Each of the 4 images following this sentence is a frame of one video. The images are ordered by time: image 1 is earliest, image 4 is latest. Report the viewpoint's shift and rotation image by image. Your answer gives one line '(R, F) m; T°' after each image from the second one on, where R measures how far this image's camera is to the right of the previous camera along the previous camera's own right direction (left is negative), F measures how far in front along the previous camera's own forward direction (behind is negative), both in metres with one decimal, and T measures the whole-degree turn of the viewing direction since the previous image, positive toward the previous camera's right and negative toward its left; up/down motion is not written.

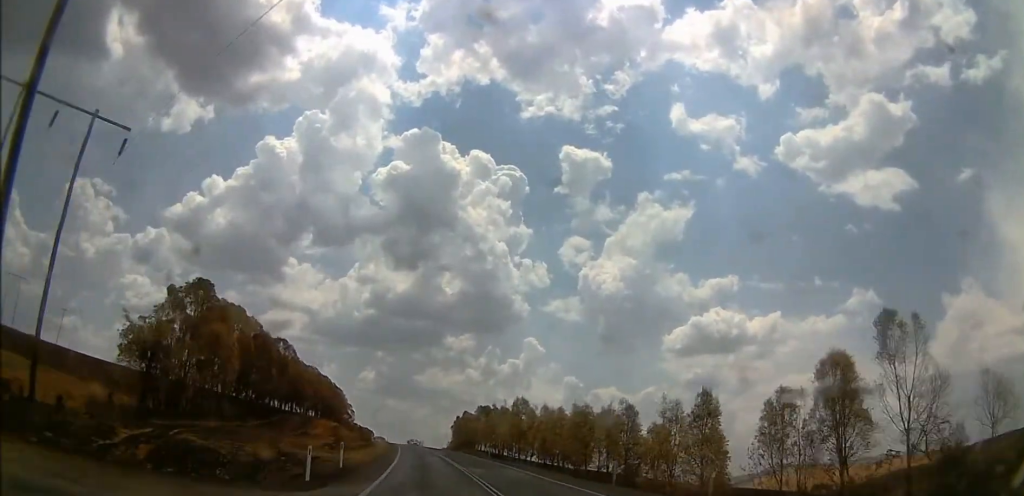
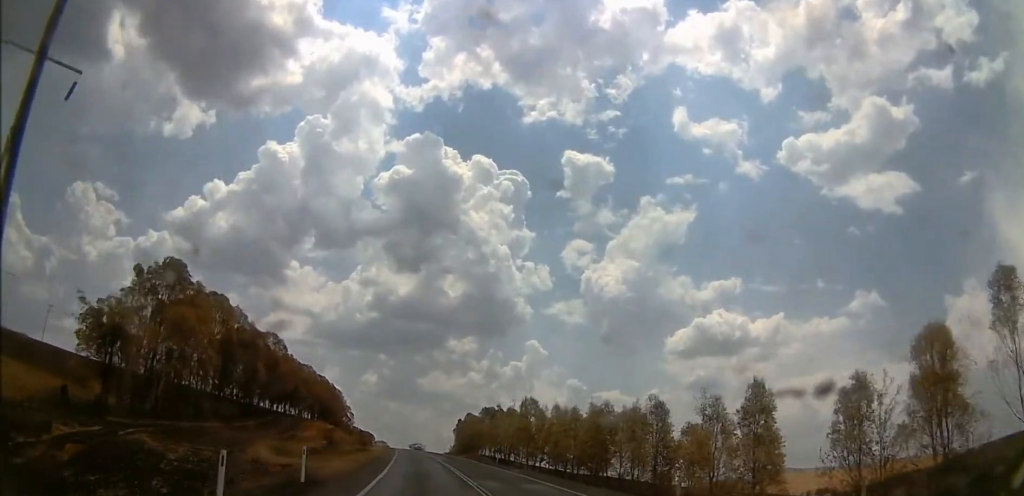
(-0.5, +7.8) m; 0°
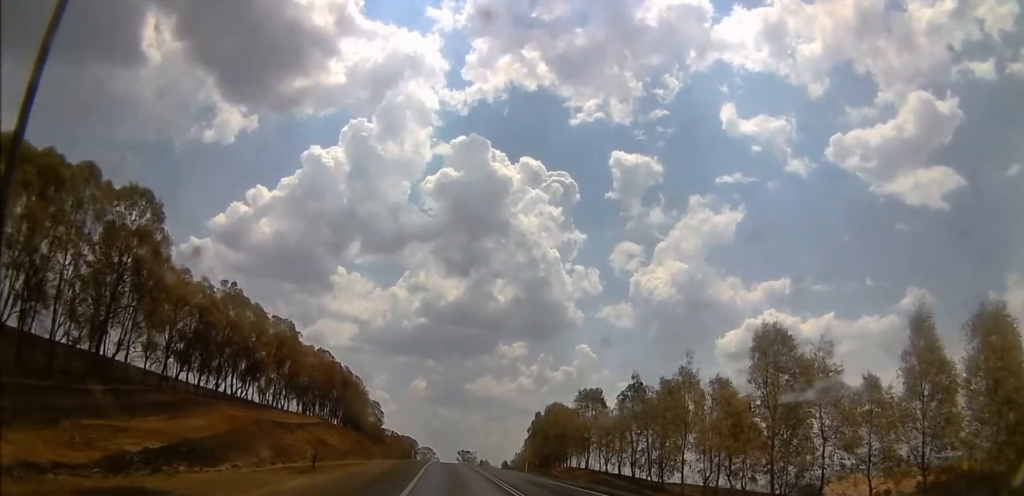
(-2.1, +60.8) m; -4°
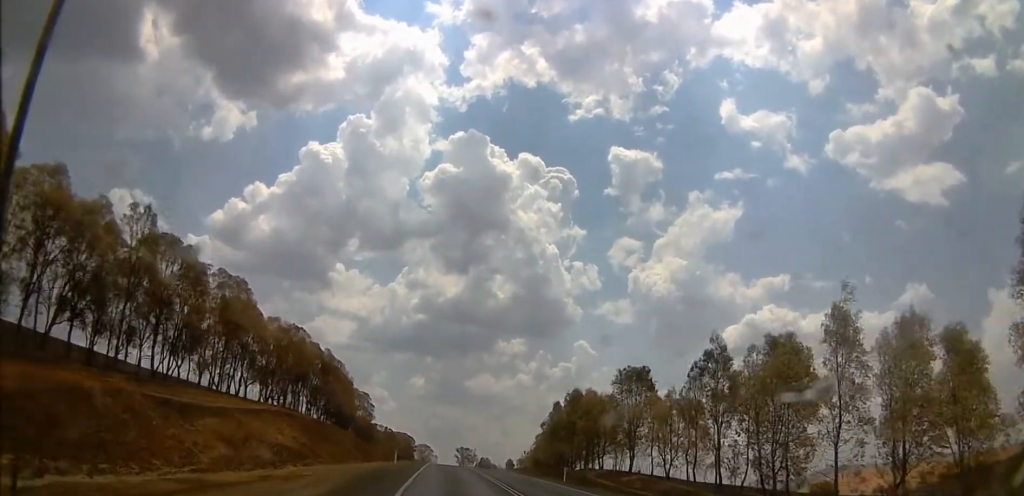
(0.0, +20.7) m; 0°
